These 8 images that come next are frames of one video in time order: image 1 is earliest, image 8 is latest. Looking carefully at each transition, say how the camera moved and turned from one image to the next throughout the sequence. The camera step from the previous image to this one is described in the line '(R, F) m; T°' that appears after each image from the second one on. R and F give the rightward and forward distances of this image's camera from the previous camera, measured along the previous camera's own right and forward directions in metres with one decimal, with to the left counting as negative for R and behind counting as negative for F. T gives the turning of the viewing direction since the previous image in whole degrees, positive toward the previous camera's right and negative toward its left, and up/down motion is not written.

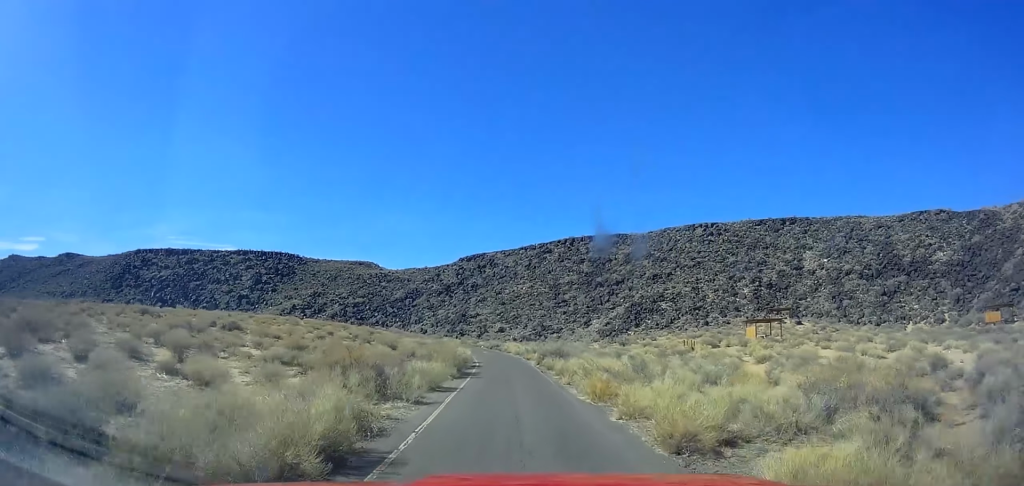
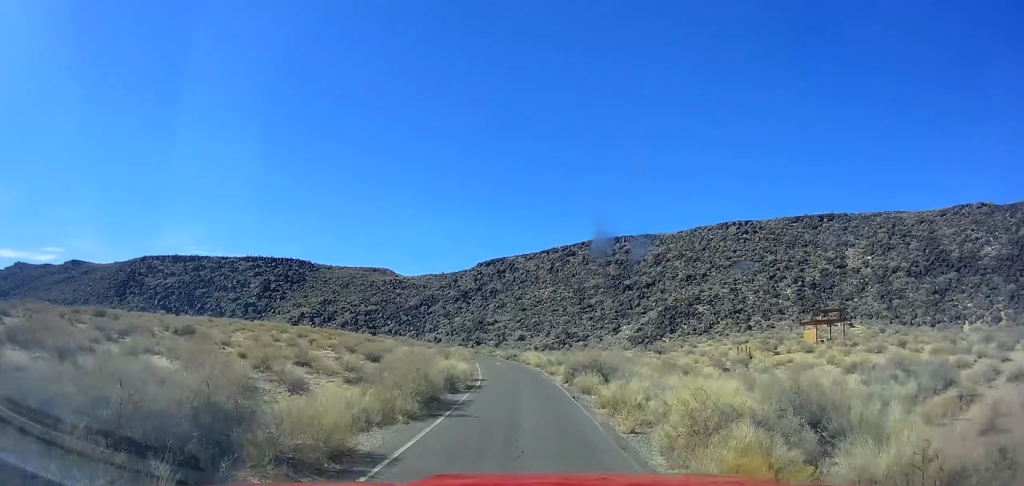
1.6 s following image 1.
(-0.5, +10.4) m; -4°
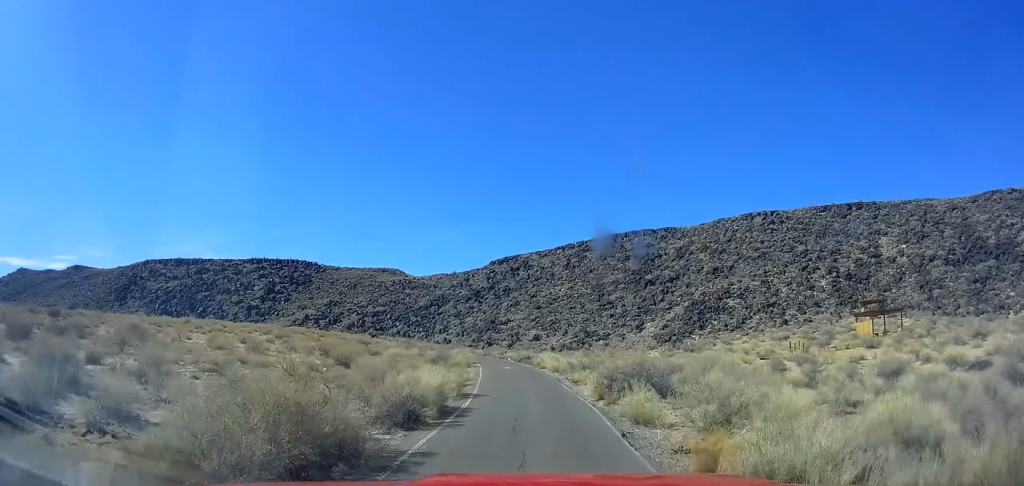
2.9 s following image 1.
(-0.4, +8.7) m; -3°
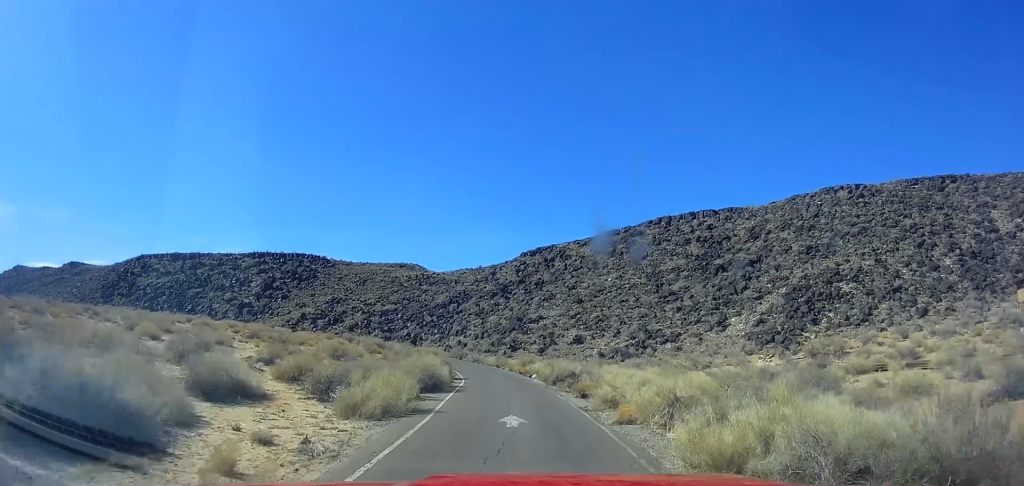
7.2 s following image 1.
(-1.6, +28.6) m; -5°
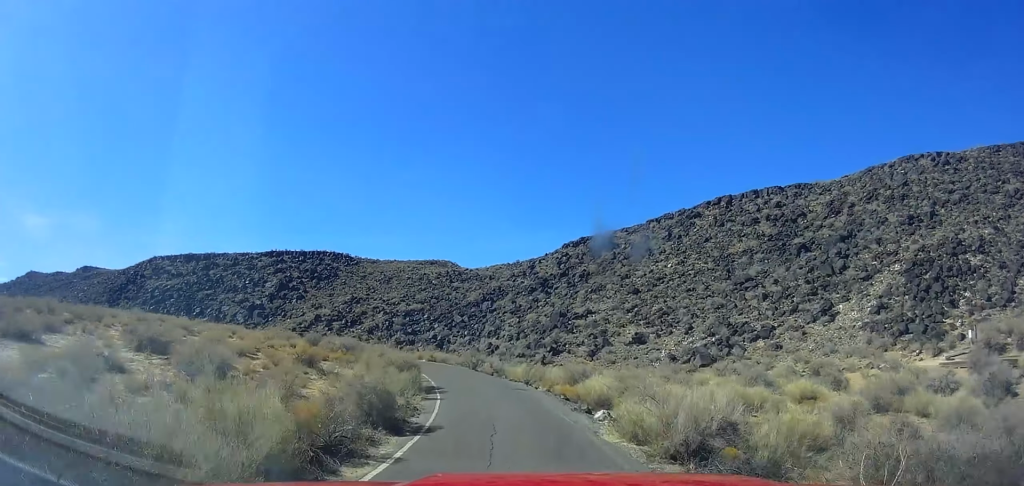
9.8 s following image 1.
(+0.4, +17.8) m; -6°
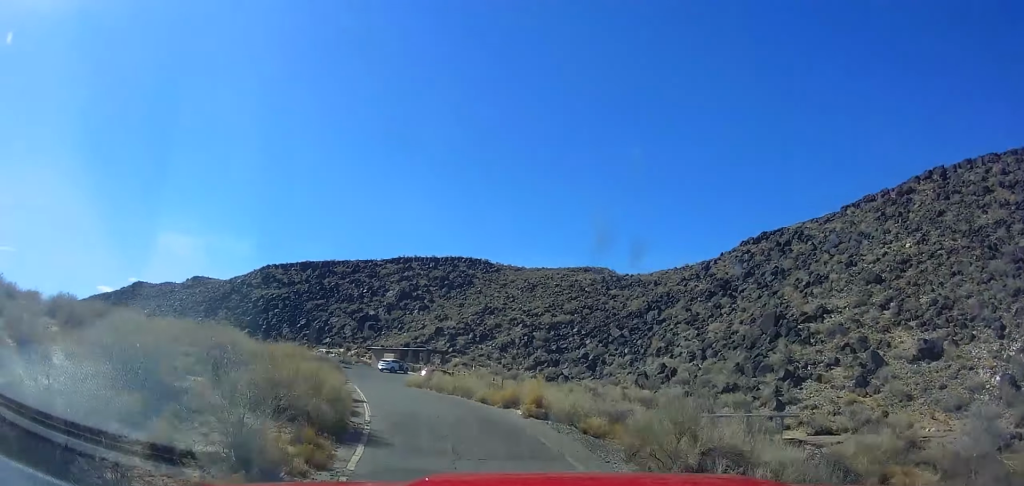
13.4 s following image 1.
(-3.5, +24.6) m; -14°
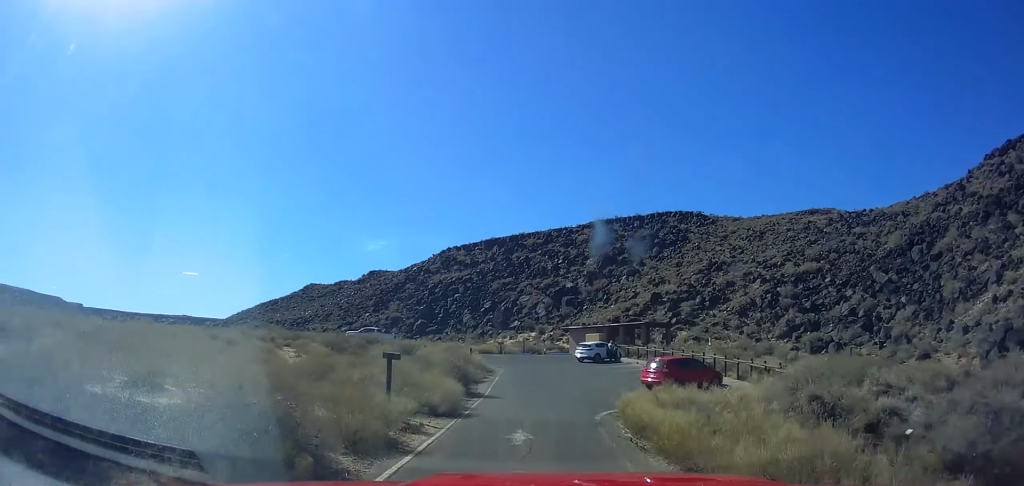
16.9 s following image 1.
(-3.0, +21.4) m; -16°
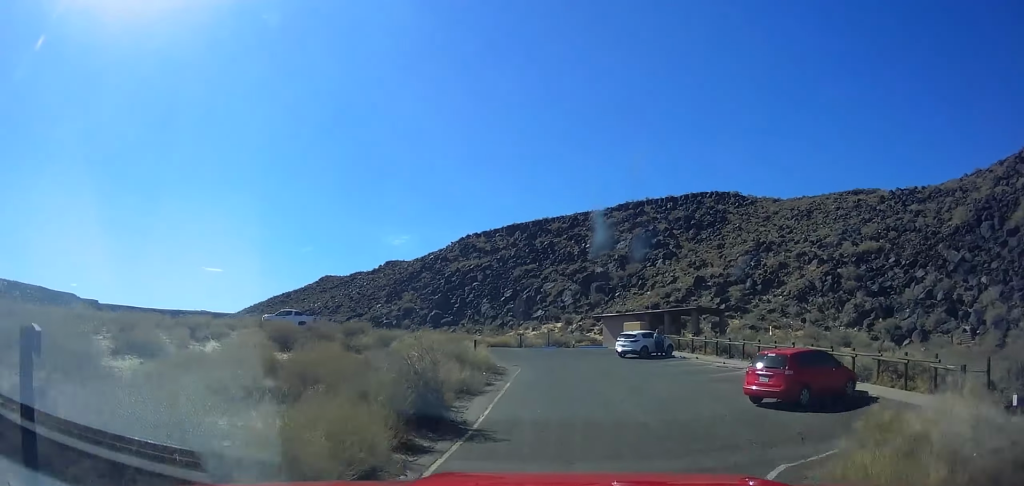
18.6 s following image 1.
(-1.3, +9.9) m; -5°
